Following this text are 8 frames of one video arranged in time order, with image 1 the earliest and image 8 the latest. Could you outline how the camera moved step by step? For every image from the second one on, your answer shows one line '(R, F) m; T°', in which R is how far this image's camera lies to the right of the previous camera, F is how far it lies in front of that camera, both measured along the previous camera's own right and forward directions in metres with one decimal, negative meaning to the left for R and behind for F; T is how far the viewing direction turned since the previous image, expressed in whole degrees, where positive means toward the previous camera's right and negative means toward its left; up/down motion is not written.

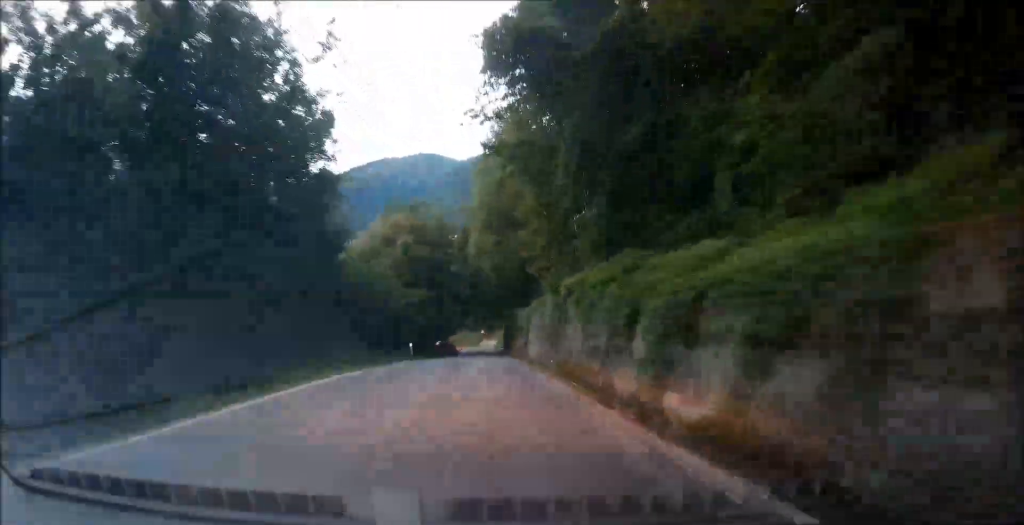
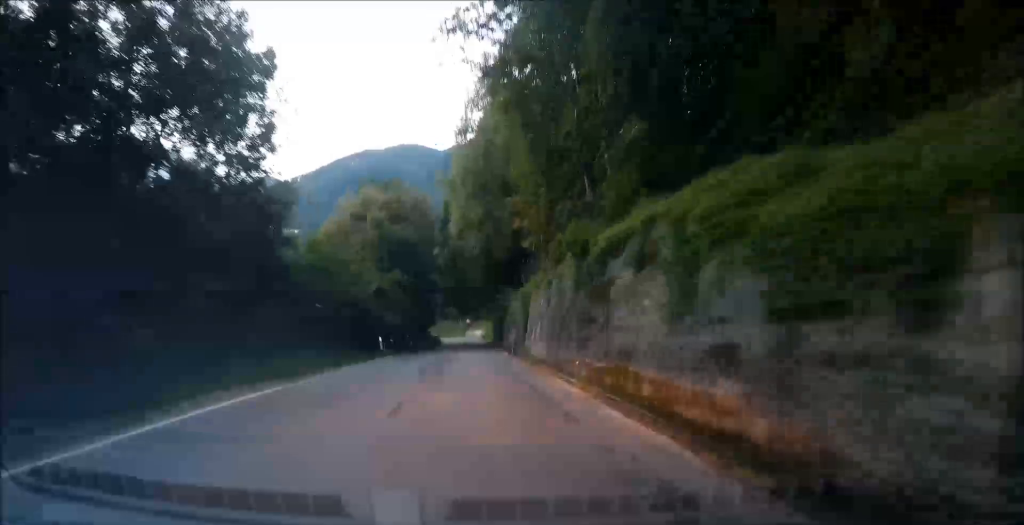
(+0.2, +9.1) m; 0°
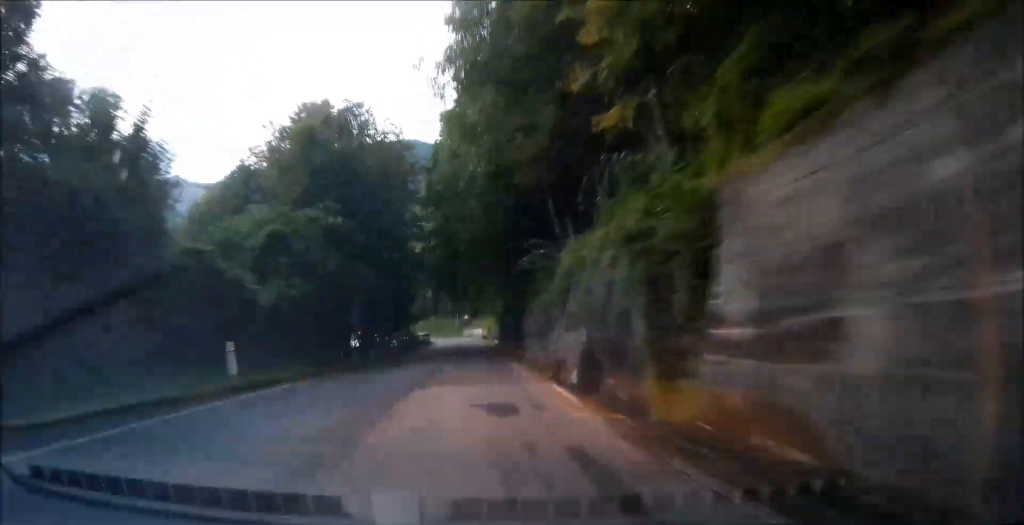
(-0.4, +24.2) m; 0°
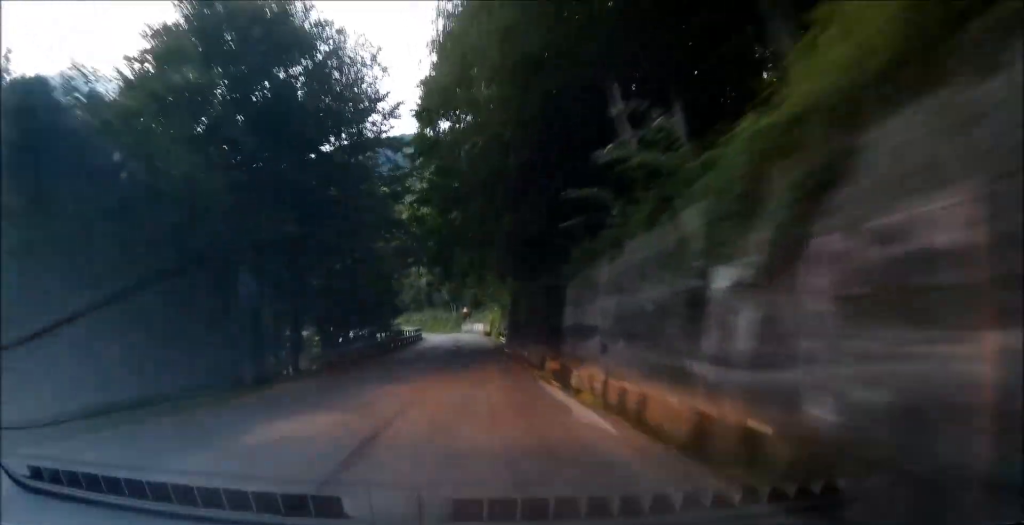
(+0.1, +13.3) m; 0°
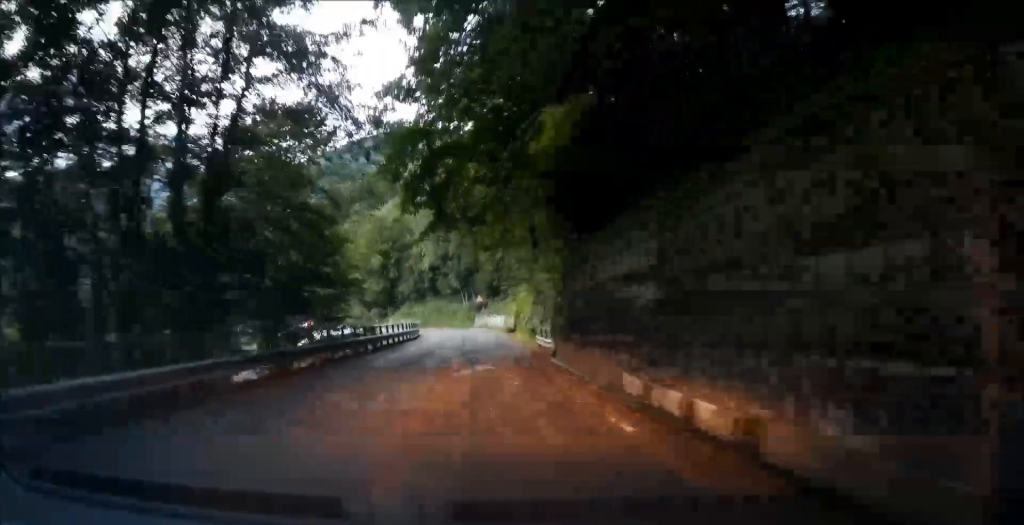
(-0.1, +20.3) m; 0°
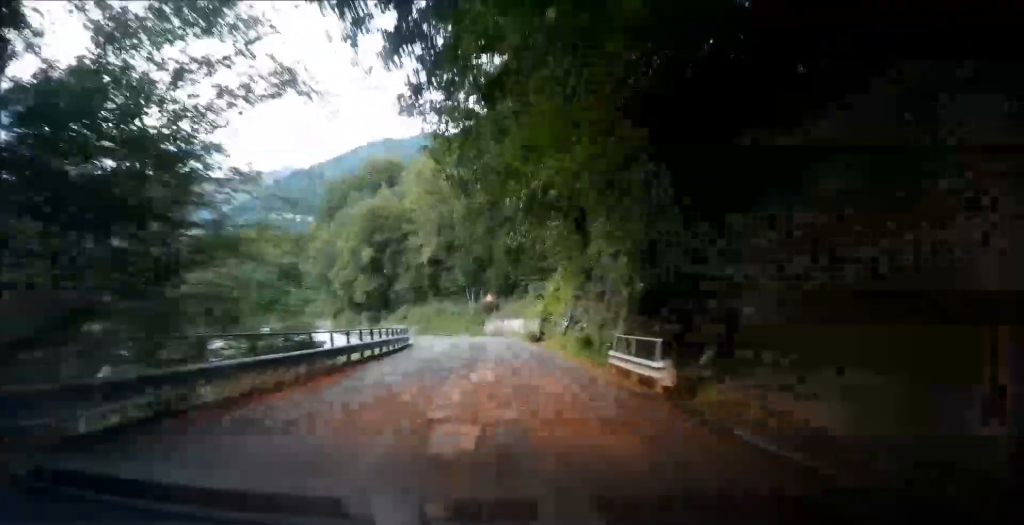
(0.0, +15.3) m; +1°
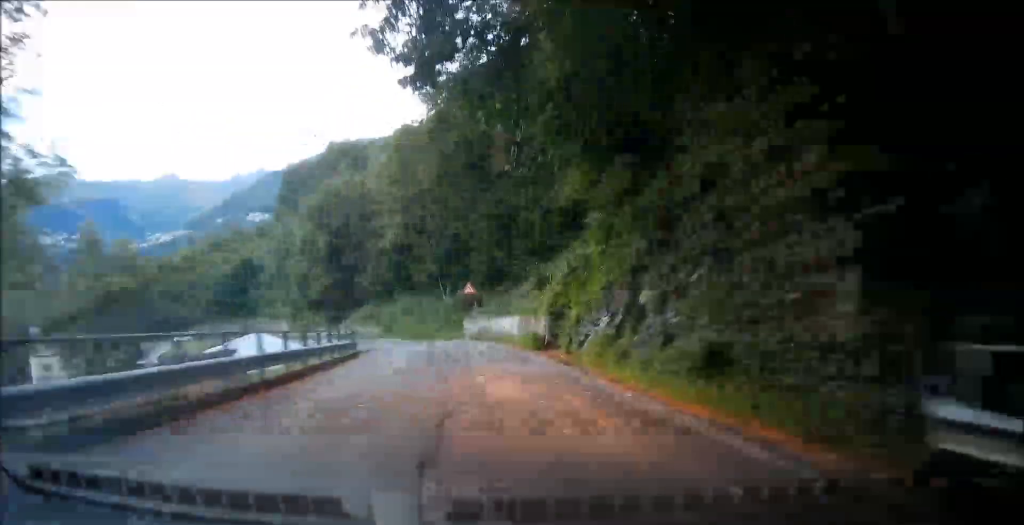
(+0.1, +13.7) m; +1°
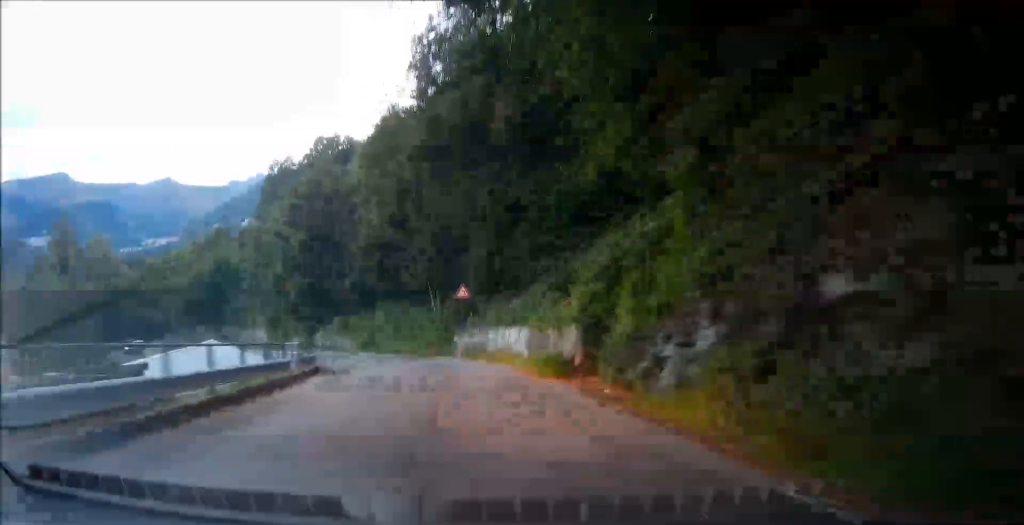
(+0.1, +8.3) m; 0°
